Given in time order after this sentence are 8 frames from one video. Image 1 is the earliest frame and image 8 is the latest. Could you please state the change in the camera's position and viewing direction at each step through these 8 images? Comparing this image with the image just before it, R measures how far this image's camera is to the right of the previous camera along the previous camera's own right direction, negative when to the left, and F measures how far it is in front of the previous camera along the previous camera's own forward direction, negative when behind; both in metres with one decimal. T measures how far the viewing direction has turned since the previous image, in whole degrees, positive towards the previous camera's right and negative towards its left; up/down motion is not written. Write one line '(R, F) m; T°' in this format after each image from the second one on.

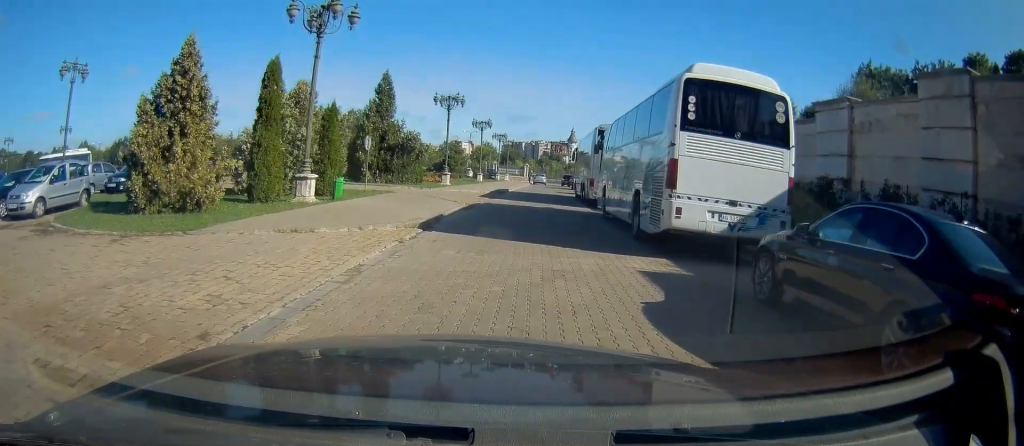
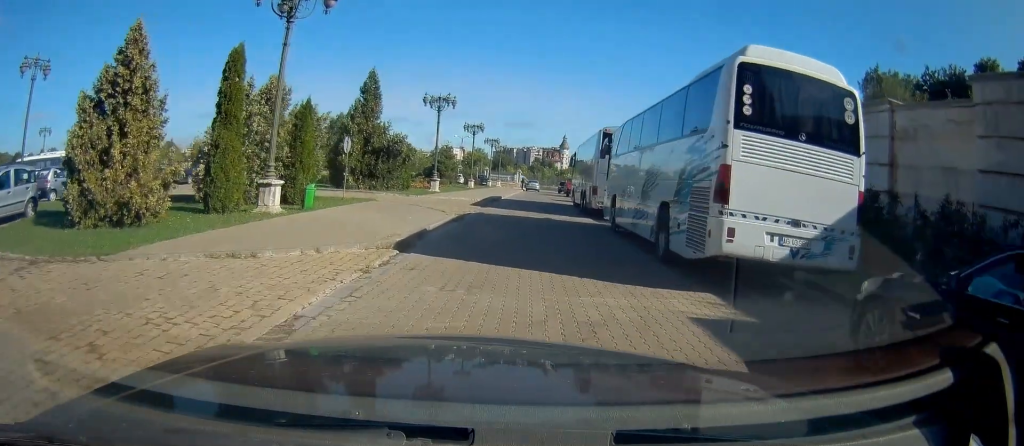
(-0.1, +2.6) m; 0°
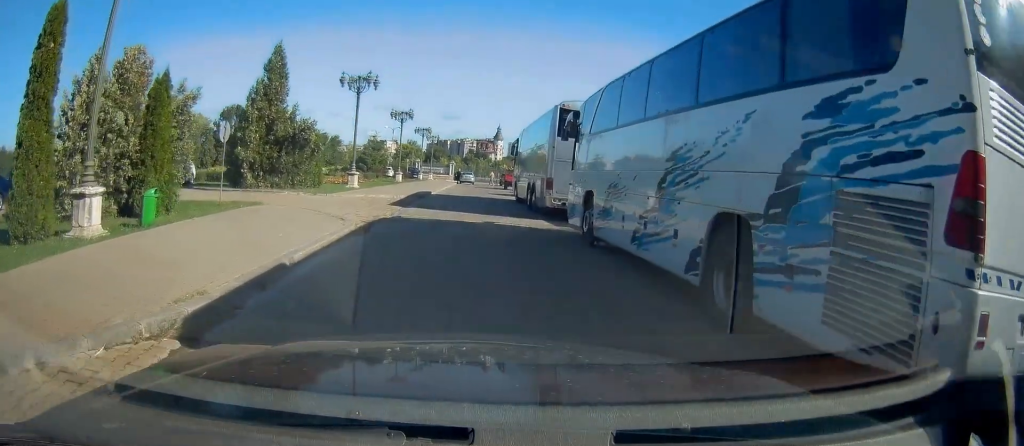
(+0.3, +5.3) m; +3°
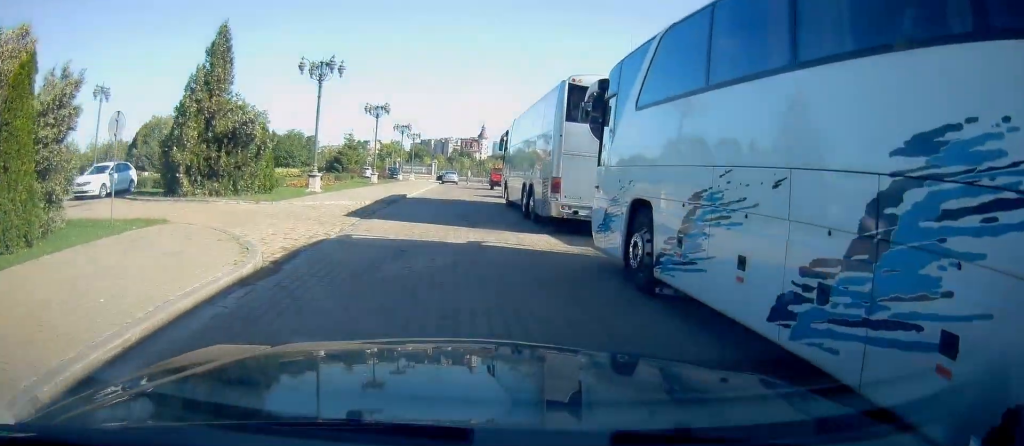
(0.0, +4.5) m; -2°
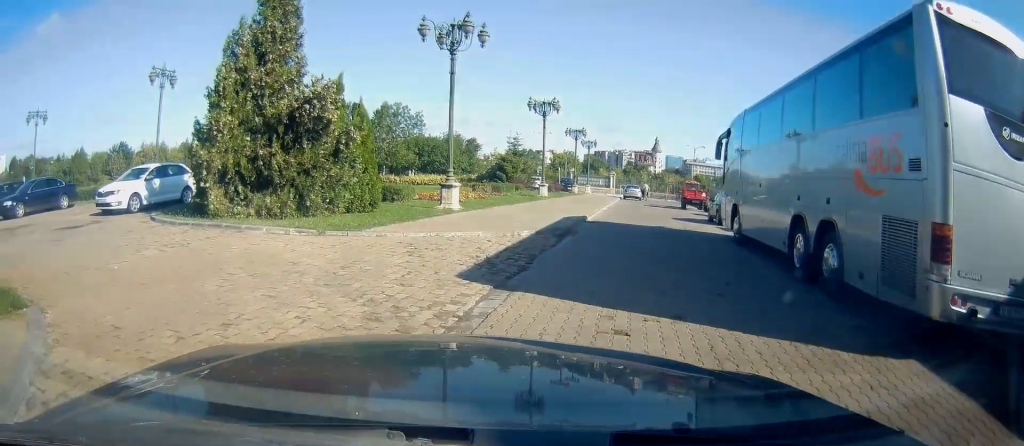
(-0.7, +7.9) m; -13°
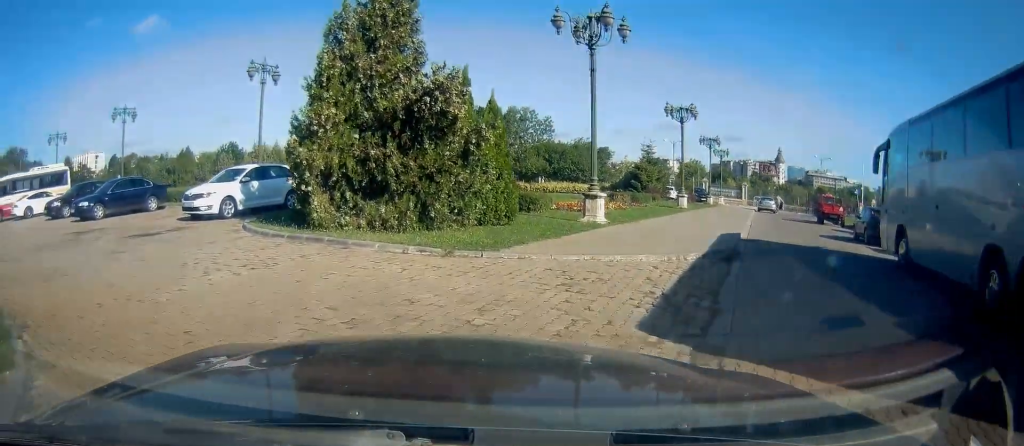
(0.0, +2.1) m; -6°
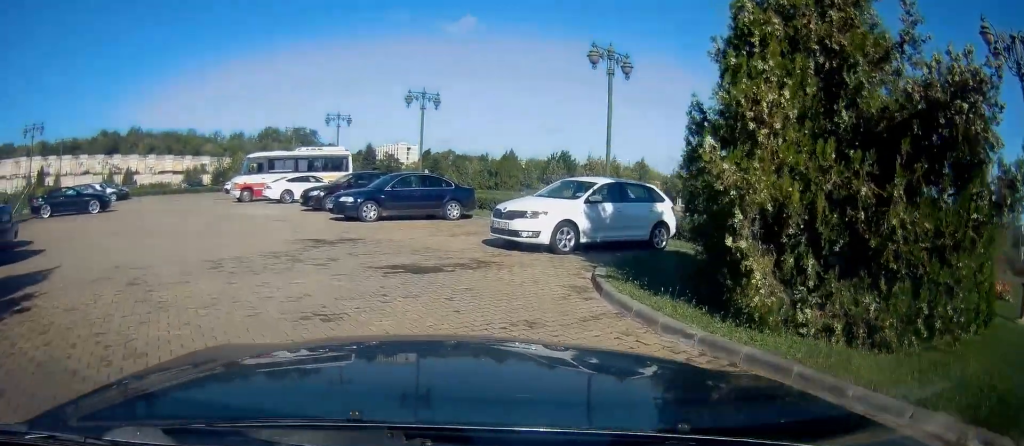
(-1.5, +5.0) m; -41°
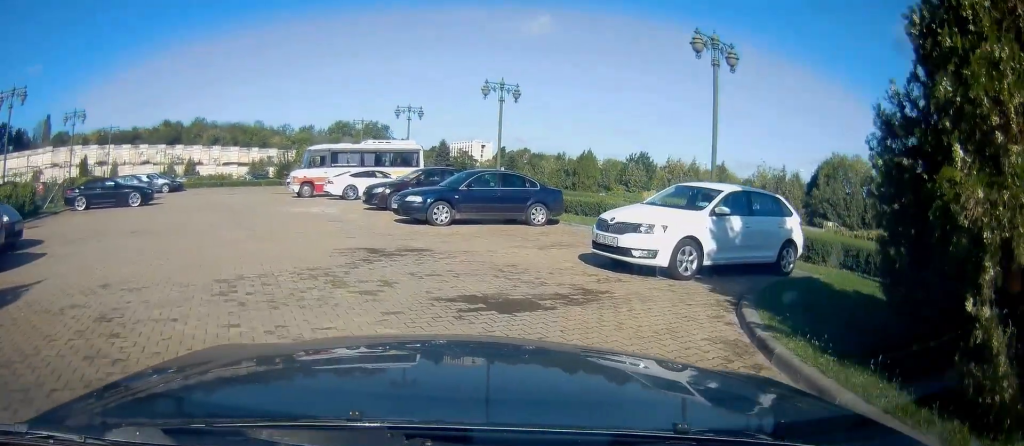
(-0.8, +2.3) m; -17°
